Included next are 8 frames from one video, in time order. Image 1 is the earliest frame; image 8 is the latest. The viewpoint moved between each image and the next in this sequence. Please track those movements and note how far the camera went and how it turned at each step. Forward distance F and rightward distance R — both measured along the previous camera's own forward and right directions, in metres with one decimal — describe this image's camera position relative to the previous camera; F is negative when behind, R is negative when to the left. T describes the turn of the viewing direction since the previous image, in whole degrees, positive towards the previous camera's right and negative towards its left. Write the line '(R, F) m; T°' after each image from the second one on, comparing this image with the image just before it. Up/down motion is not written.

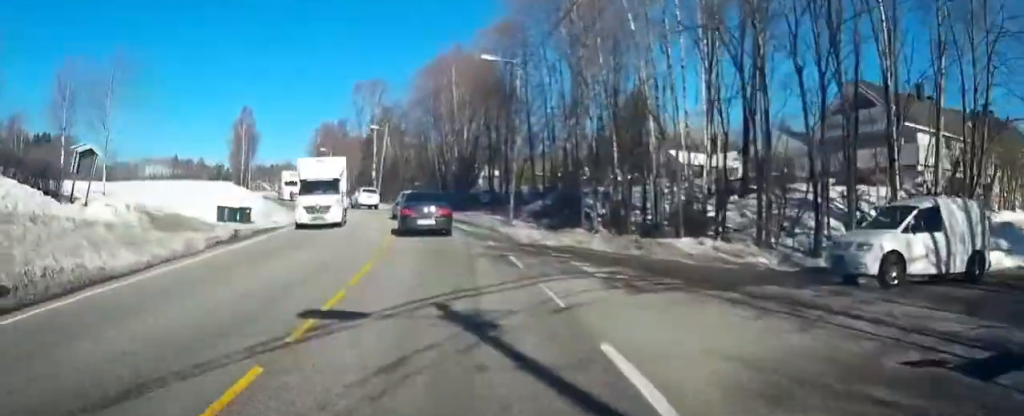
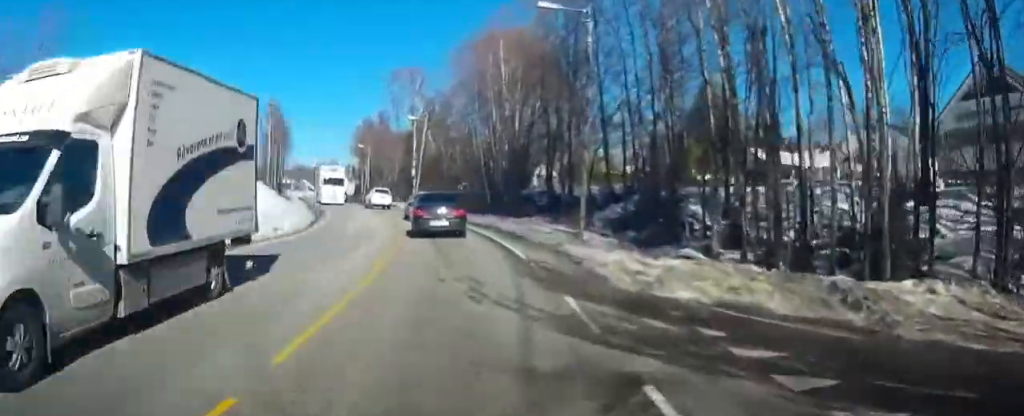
(-0.4, +9.1) m; -4°
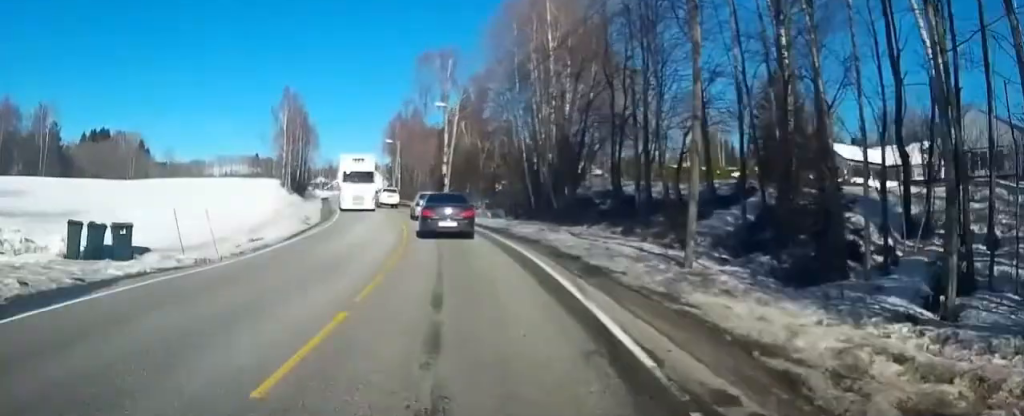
(-0.2, +8.5) m; -3°
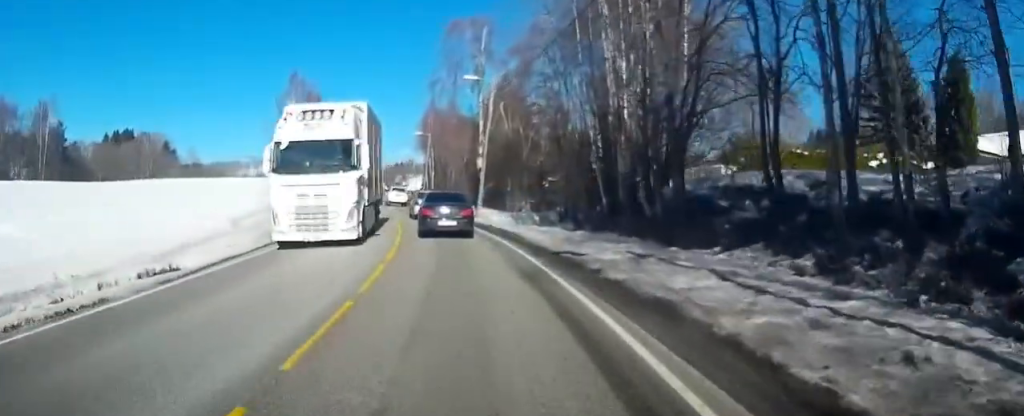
(-0.4, +11.2) m; -4°
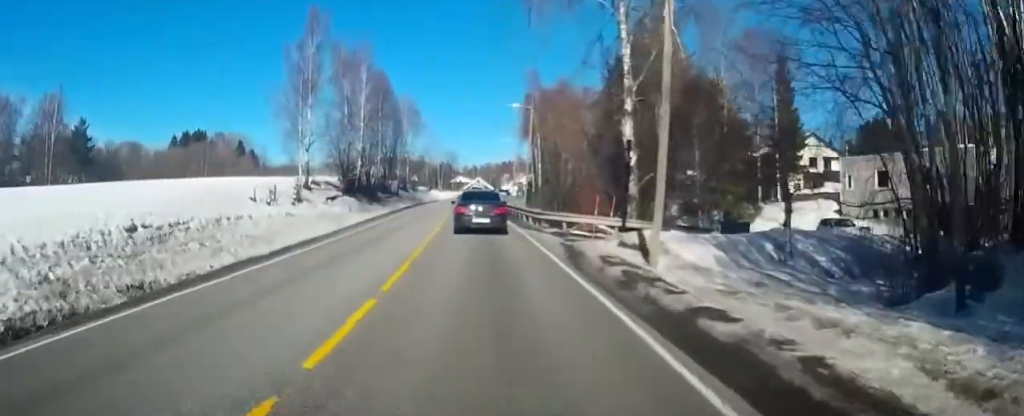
(-2.1, +23.5) m; -9°
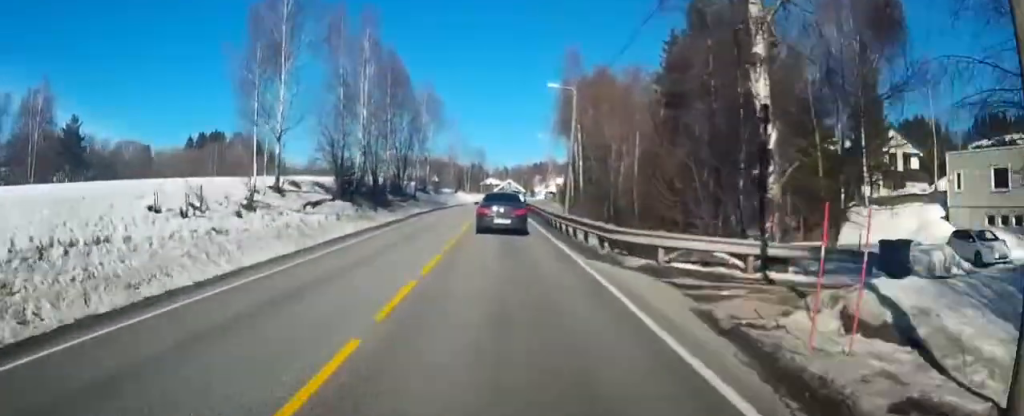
(-0.1, +10.0) m; -2°
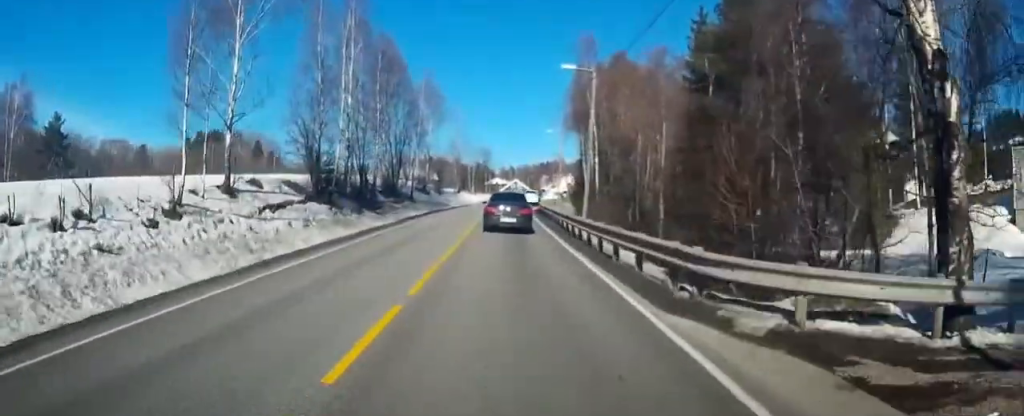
(-0.1, +6.0) m; -1°
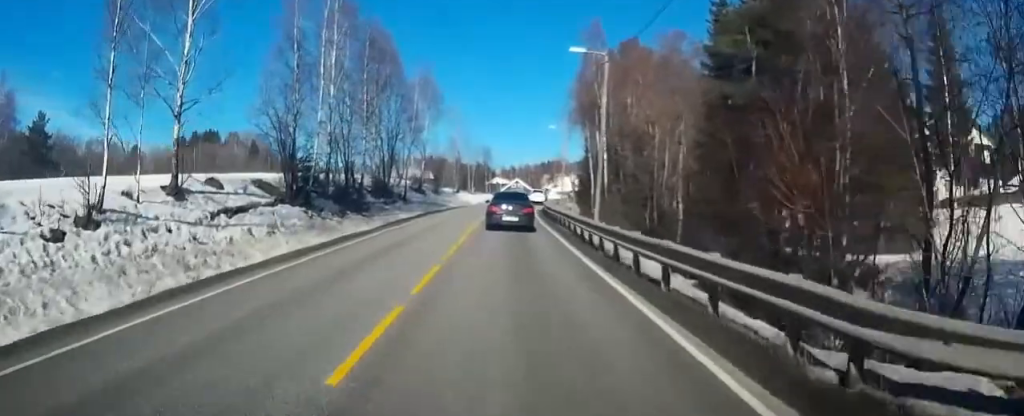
(-0.1, +4.0) m; -1°
